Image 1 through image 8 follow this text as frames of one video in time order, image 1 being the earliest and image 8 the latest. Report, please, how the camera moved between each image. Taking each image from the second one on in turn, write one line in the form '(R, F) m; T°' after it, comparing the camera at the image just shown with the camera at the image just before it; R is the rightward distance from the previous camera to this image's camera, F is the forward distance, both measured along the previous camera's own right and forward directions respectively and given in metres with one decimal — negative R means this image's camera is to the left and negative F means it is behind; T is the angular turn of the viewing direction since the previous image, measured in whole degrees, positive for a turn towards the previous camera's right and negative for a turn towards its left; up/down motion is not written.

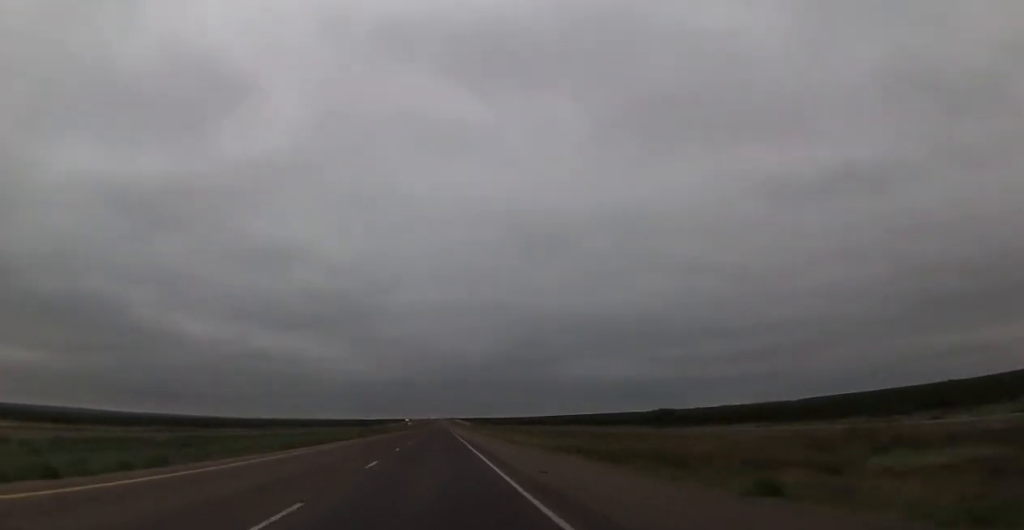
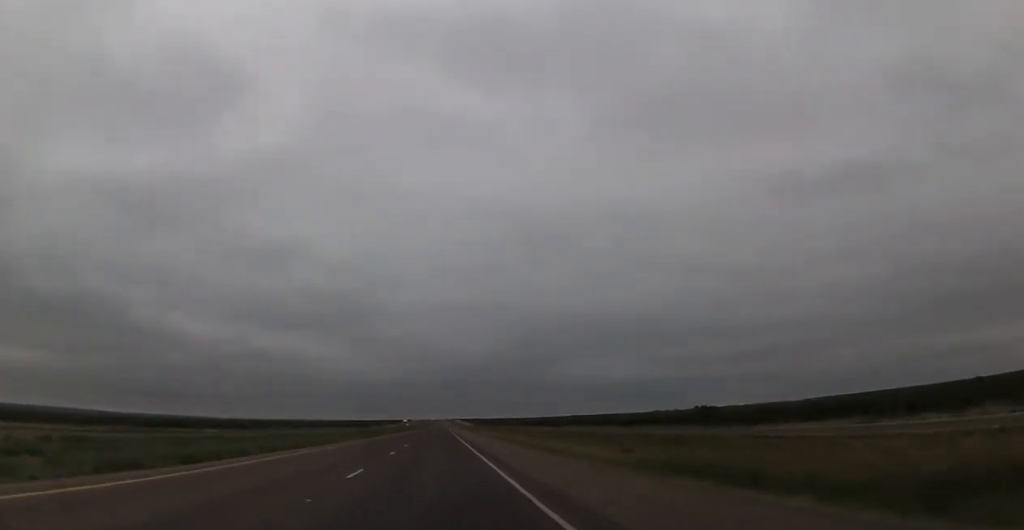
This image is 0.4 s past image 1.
(0.0, +15.9) m; 0°
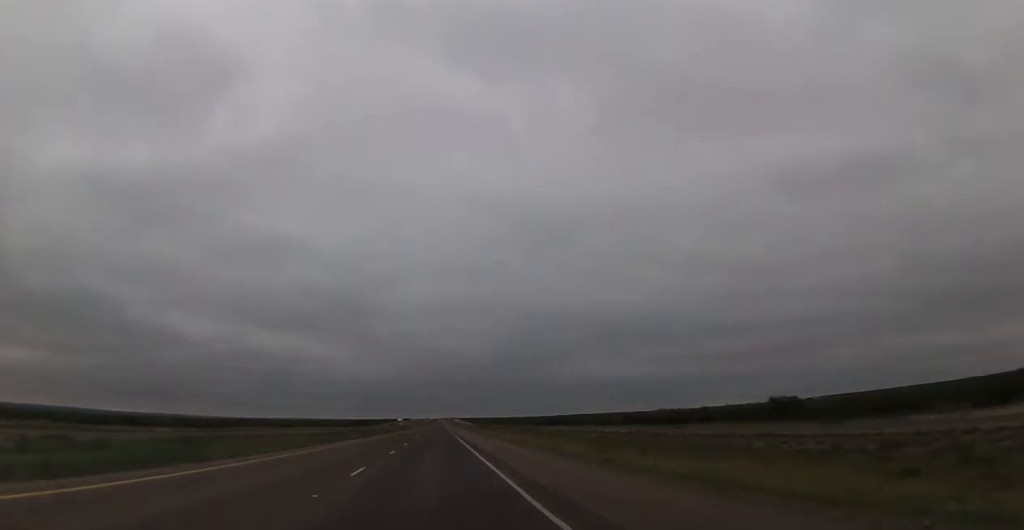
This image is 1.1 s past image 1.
(0.0, +23.4) m; 0°
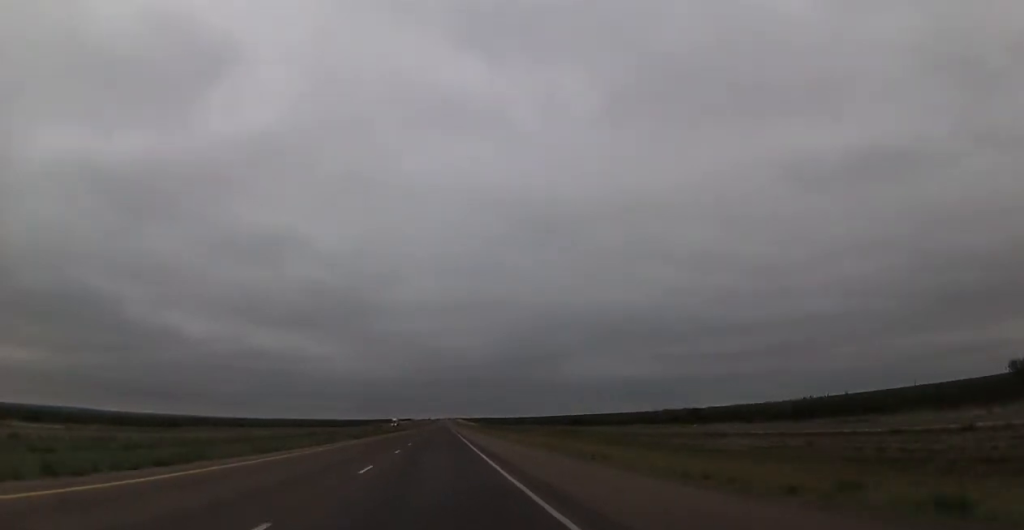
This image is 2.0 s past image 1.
(-0.2, +35.5) m; 0°
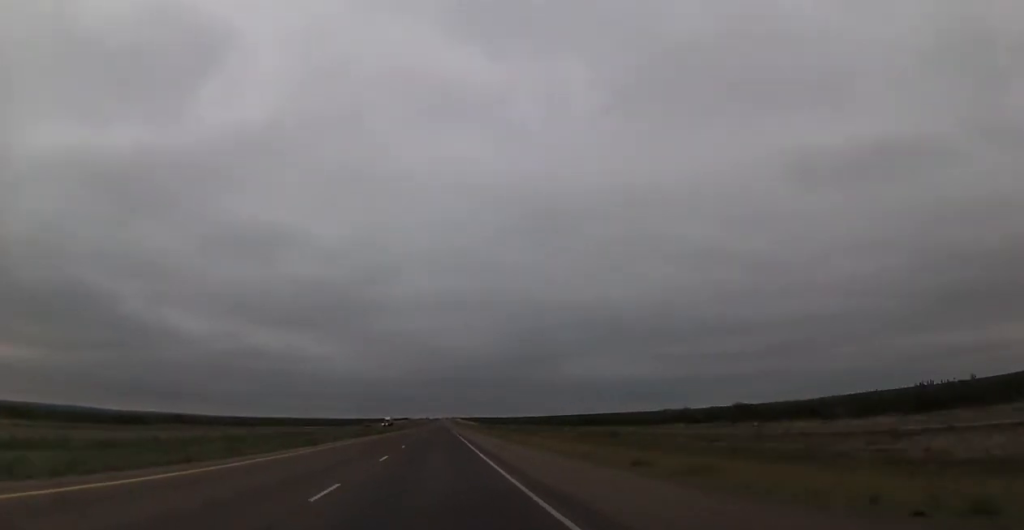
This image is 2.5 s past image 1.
(+0.1, +18.4) m; 0°
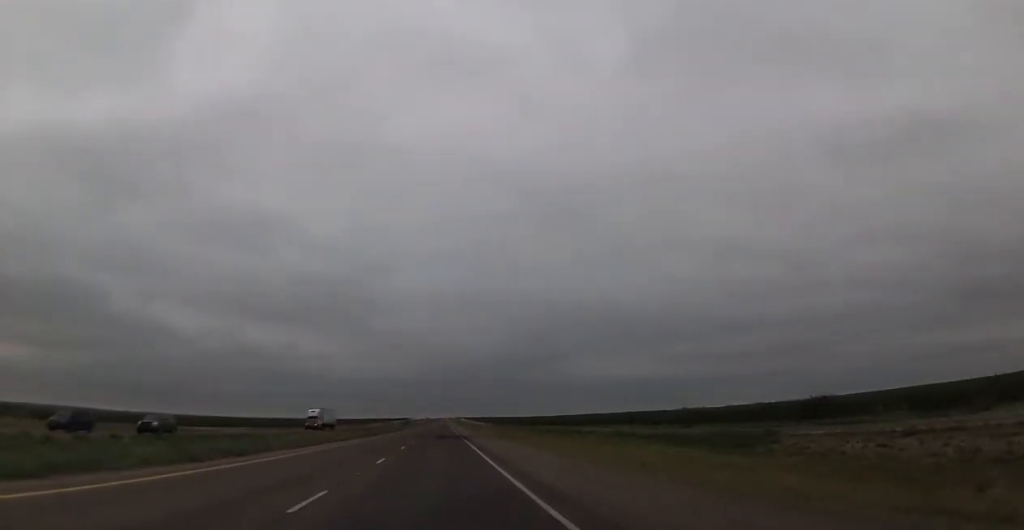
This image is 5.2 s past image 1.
(+0.3, +98.0) m; 0°
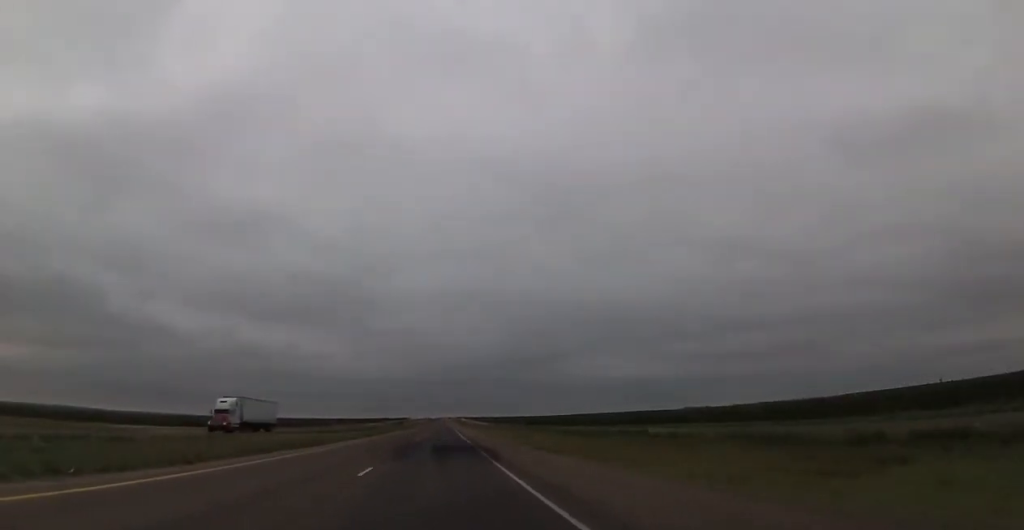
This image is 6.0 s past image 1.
(+0.1, +29.4) m; 0°
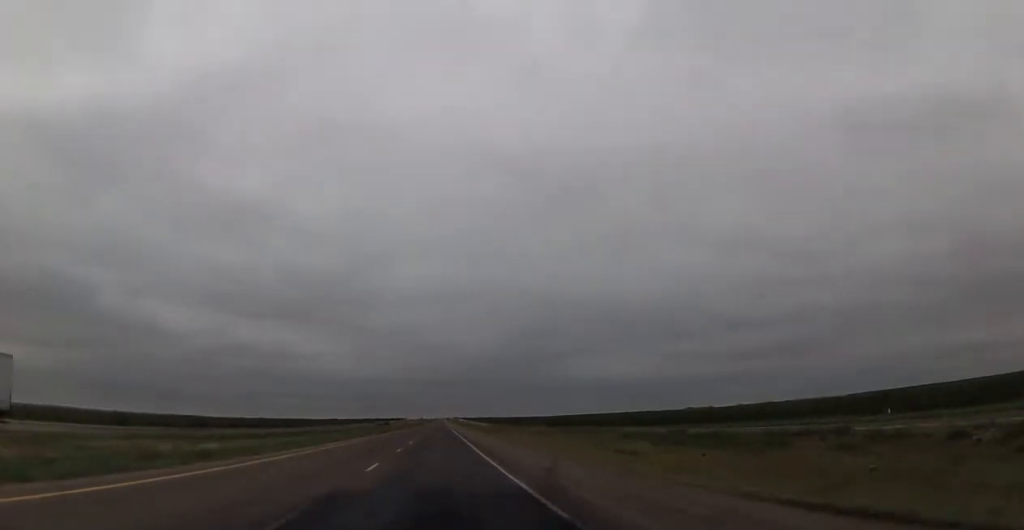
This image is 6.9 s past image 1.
(-0.1, +34.3) m; +1°
